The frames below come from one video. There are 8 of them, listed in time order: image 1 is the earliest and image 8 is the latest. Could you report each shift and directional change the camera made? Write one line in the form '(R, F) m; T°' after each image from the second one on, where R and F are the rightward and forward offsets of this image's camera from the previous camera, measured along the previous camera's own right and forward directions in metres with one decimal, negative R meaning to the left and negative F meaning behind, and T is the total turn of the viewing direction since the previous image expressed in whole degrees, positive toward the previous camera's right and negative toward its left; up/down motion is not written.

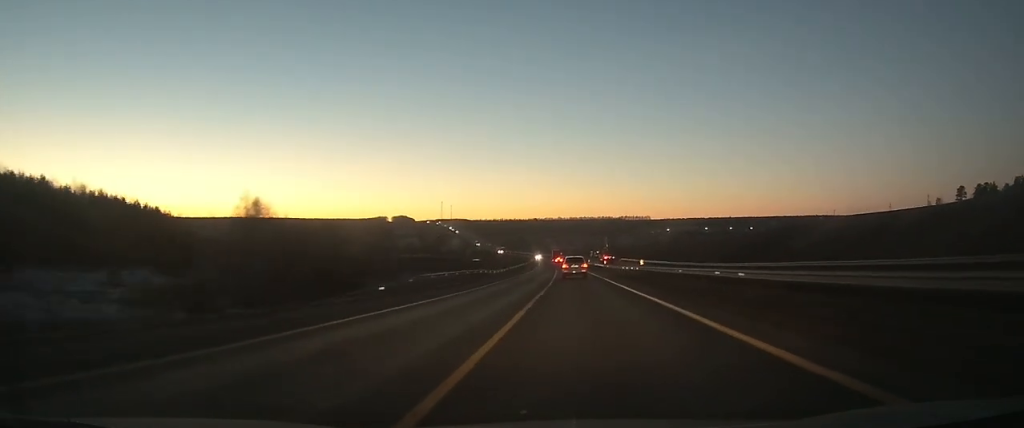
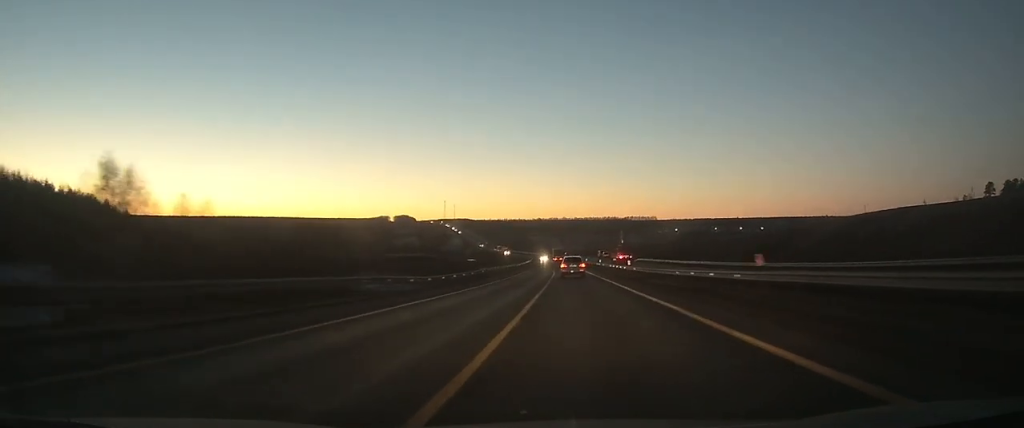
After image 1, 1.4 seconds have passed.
(-0.4, +32.7) m; -1°
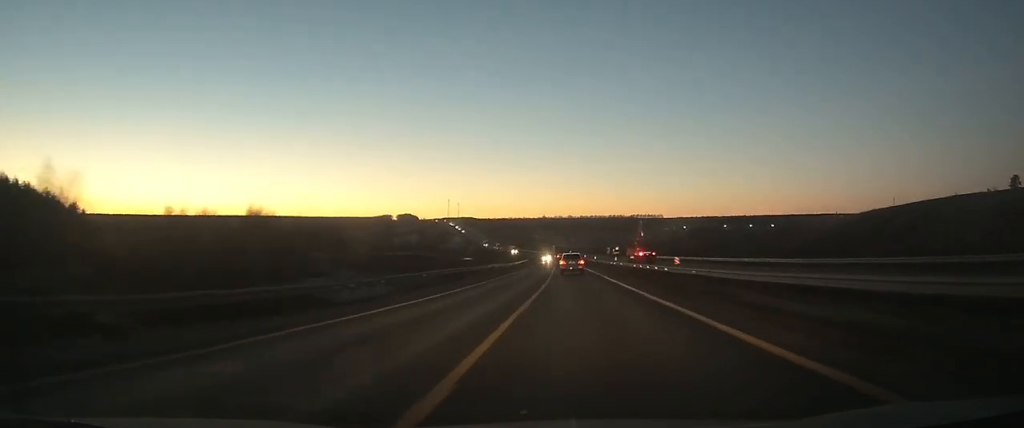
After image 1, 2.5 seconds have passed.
(-0.1, +25.0) m; 0°
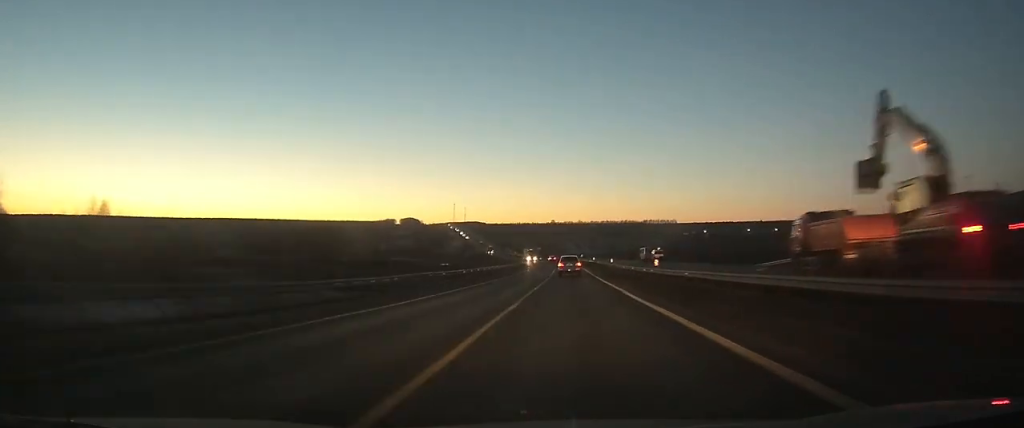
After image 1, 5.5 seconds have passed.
(-0.6, +72.0) m; -1°
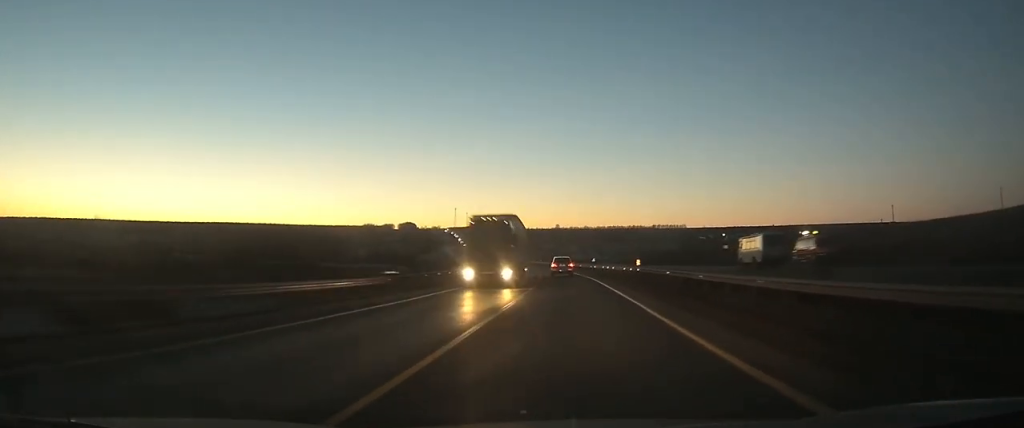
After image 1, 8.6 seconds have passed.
(-0.6, +71.8) m; -2°
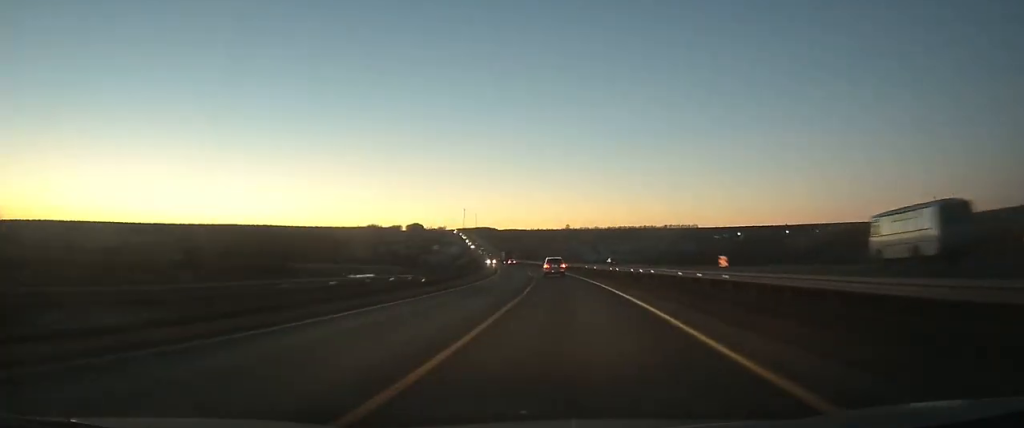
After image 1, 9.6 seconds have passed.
(+0.1, +23.2) m; -1°
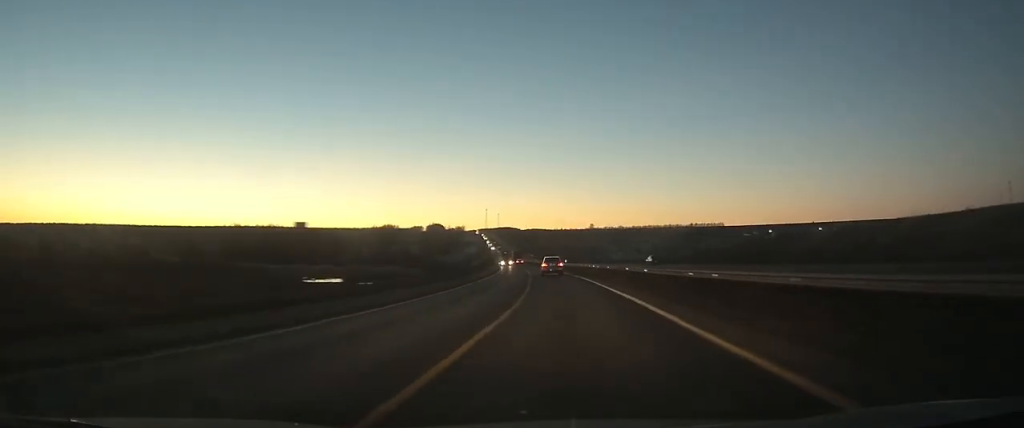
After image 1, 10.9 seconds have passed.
(-0.6, +28.4) m; -2°
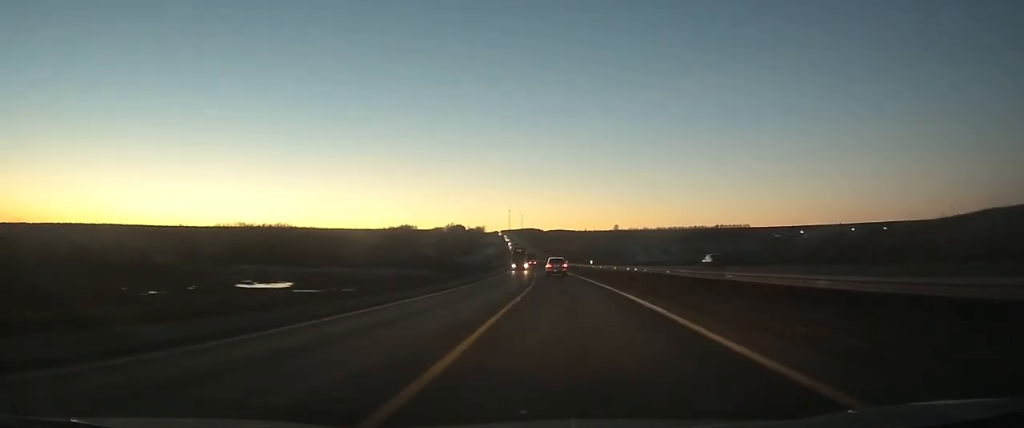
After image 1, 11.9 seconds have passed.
(-0.2, +23.5) m; -1°
